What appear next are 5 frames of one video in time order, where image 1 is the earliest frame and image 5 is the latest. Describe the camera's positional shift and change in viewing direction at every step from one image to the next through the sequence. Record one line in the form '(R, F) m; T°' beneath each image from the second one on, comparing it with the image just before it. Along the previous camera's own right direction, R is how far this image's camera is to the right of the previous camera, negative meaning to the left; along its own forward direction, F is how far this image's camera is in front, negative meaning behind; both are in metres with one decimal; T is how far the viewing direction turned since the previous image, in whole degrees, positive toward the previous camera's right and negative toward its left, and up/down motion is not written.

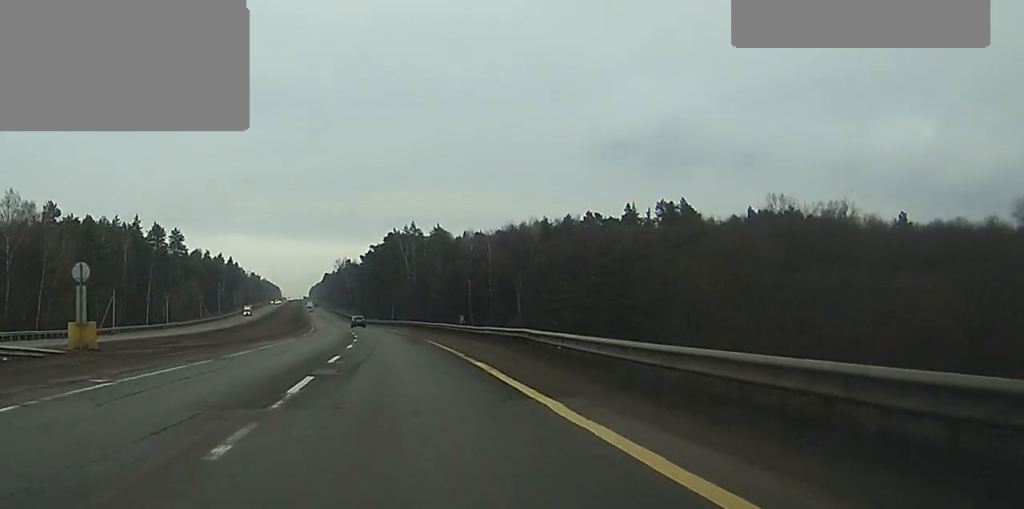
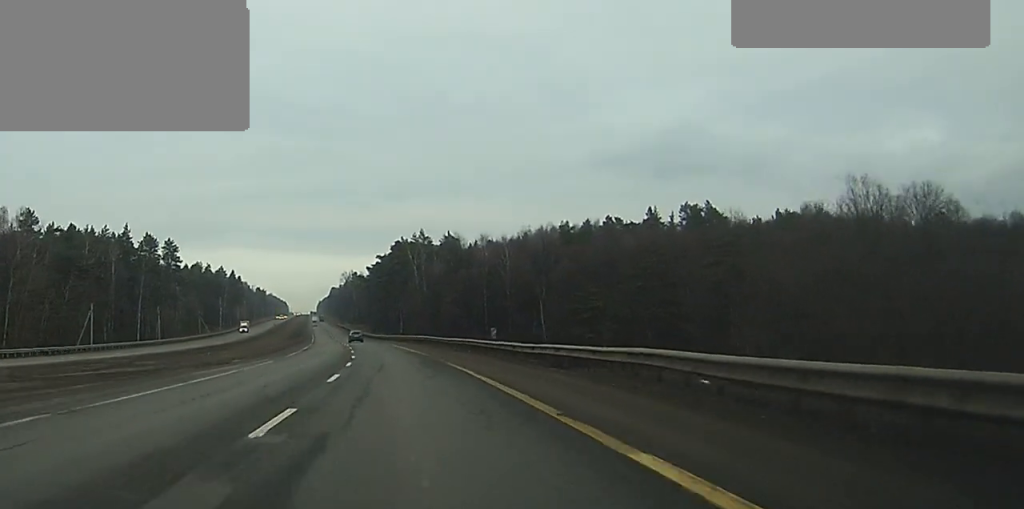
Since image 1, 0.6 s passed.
(0.0, +14.4) m; 0°
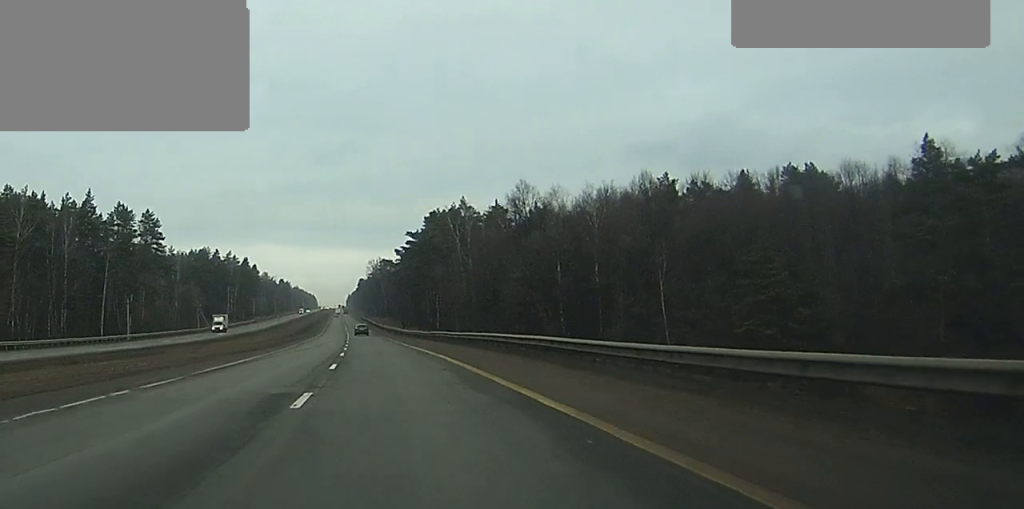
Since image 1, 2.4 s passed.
(-0.9, +44.3) m; -2°
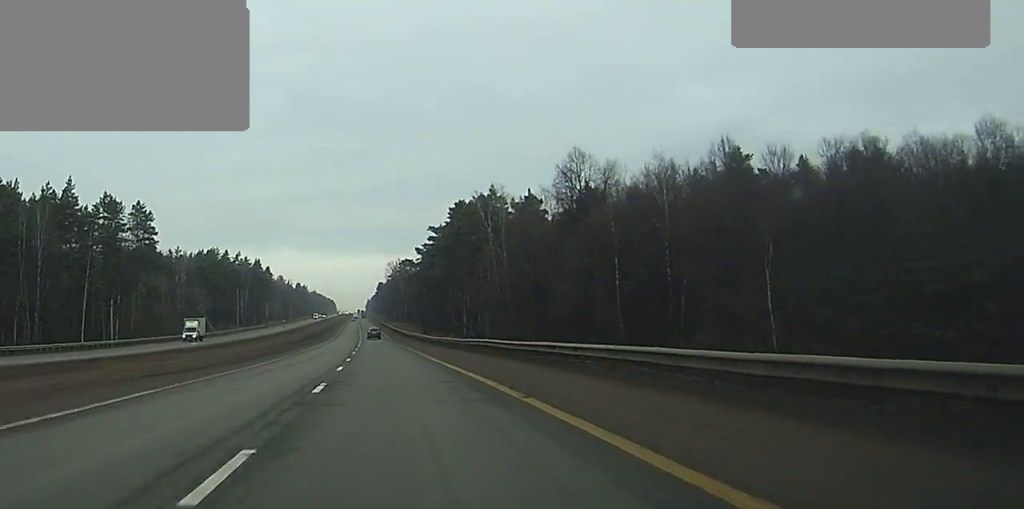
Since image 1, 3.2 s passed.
(0.0, +19.5) m; -1°
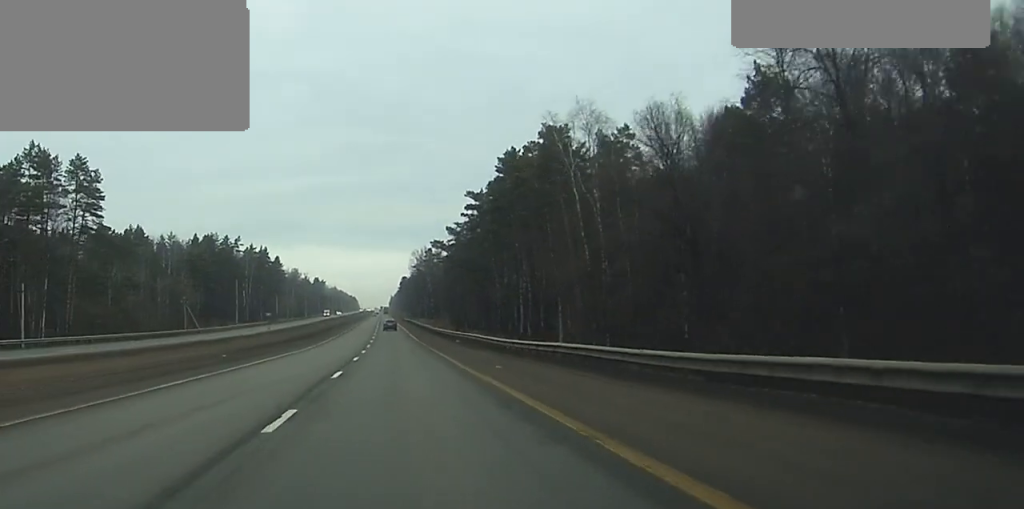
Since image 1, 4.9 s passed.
(-0.7, +41.0) m; -2°
